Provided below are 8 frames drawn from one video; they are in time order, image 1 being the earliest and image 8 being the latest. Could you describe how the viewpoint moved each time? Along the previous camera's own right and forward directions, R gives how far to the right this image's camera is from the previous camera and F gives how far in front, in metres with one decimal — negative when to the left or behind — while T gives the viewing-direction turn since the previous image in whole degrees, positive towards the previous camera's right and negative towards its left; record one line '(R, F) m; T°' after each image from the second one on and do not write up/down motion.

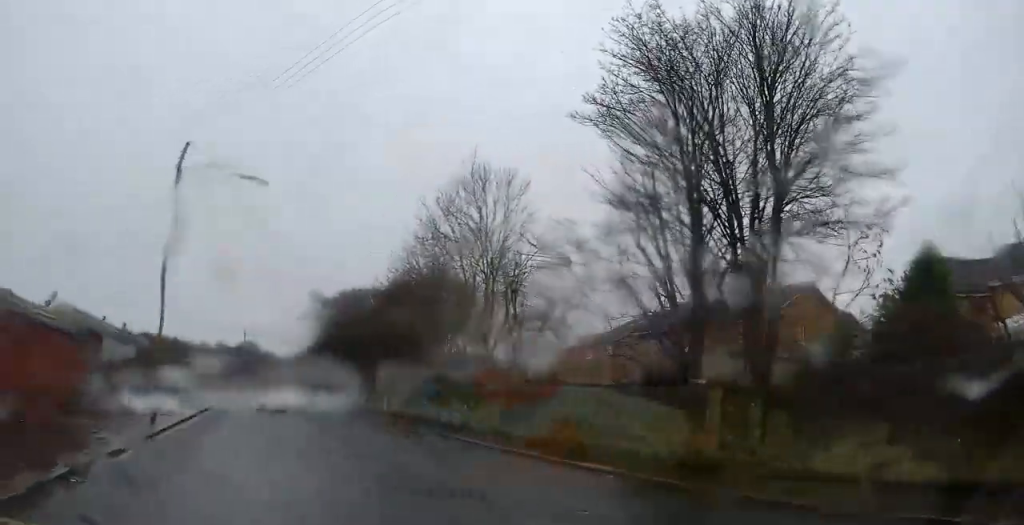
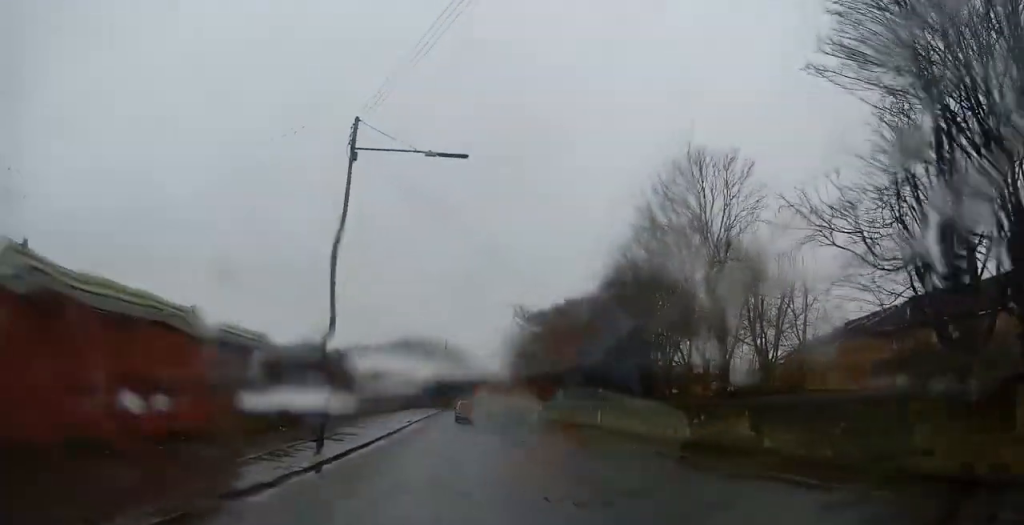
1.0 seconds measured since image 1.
(-0.5, +4.3) m; -13°
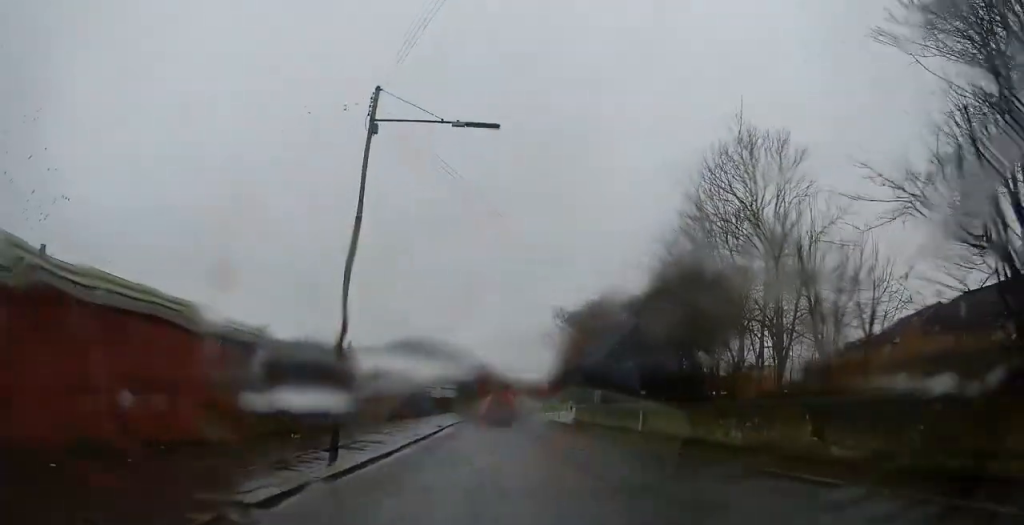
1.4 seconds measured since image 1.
(0.0, +2.2) m; -4°
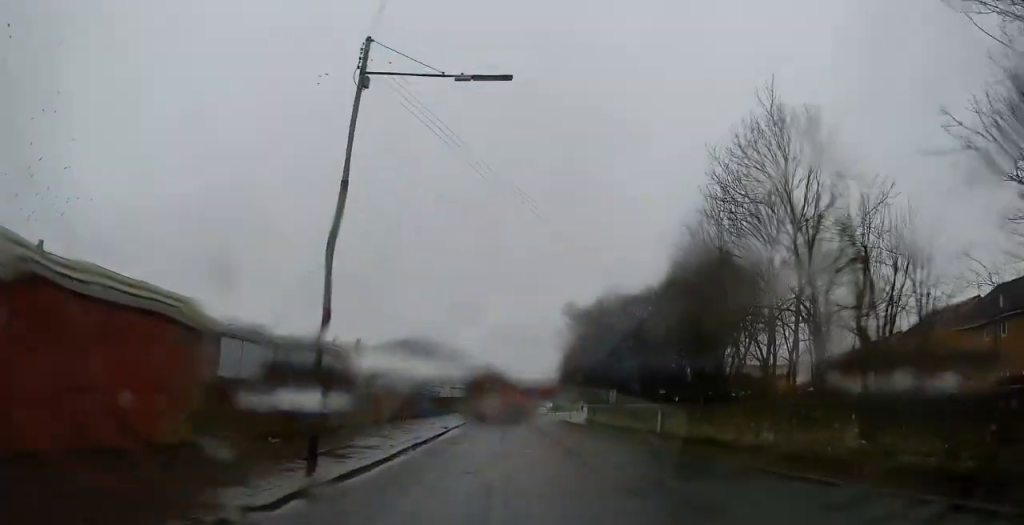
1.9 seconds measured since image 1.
(-0.2, +2.7) m; -1°
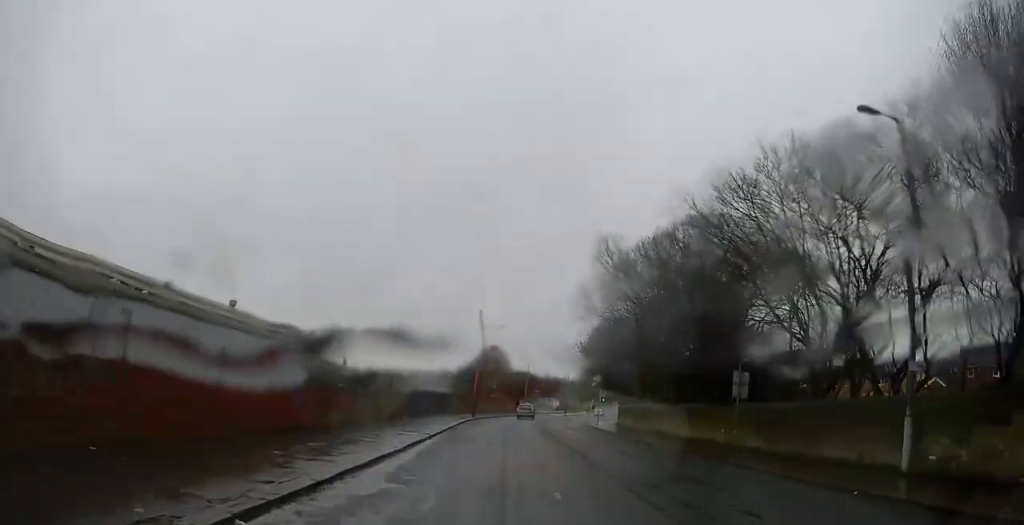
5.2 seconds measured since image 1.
(+0.4, +29.1) m; 0°
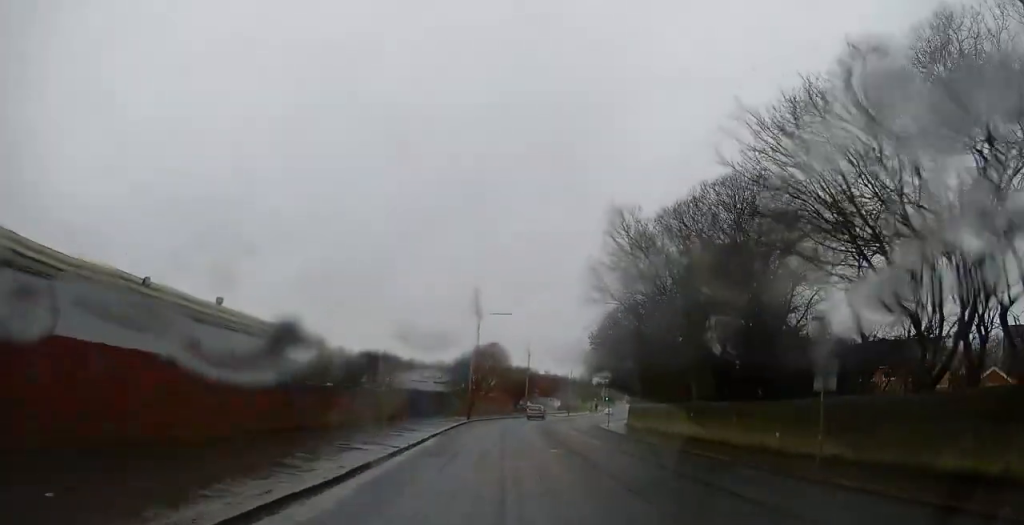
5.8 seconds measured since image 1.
(0.0, +7.0) m; 0°
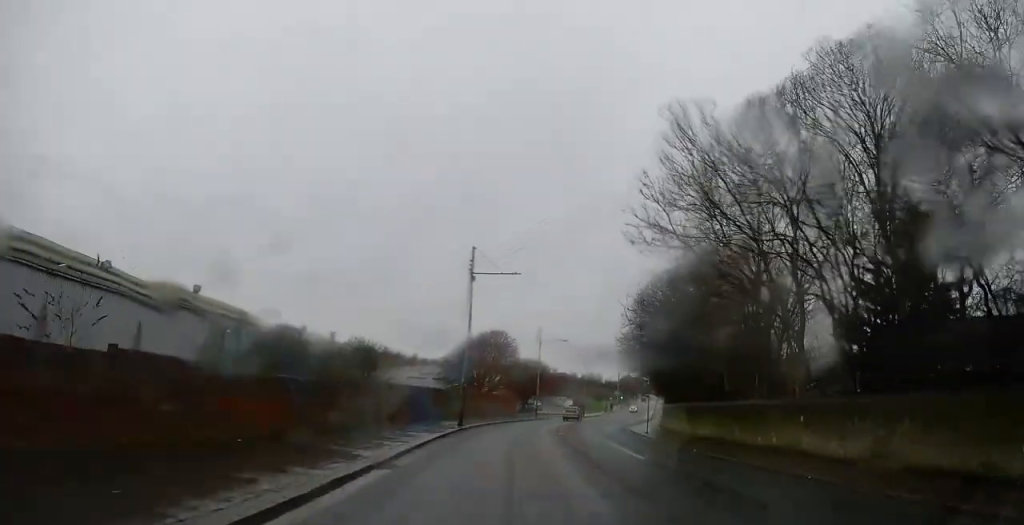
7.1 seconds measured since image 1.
(+0.2, +13.7) m; 0°
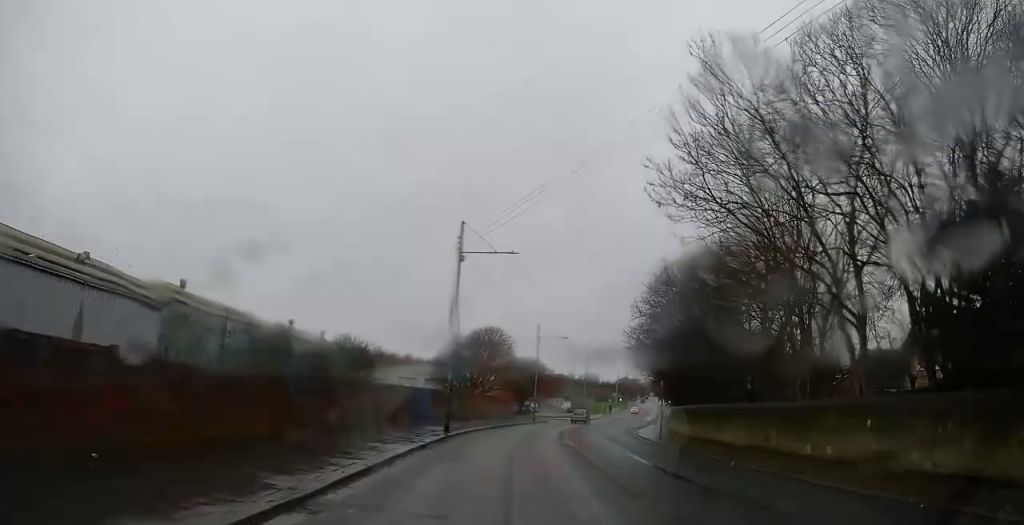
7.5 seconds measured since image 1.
(0.0, +5.1) m; 0°
